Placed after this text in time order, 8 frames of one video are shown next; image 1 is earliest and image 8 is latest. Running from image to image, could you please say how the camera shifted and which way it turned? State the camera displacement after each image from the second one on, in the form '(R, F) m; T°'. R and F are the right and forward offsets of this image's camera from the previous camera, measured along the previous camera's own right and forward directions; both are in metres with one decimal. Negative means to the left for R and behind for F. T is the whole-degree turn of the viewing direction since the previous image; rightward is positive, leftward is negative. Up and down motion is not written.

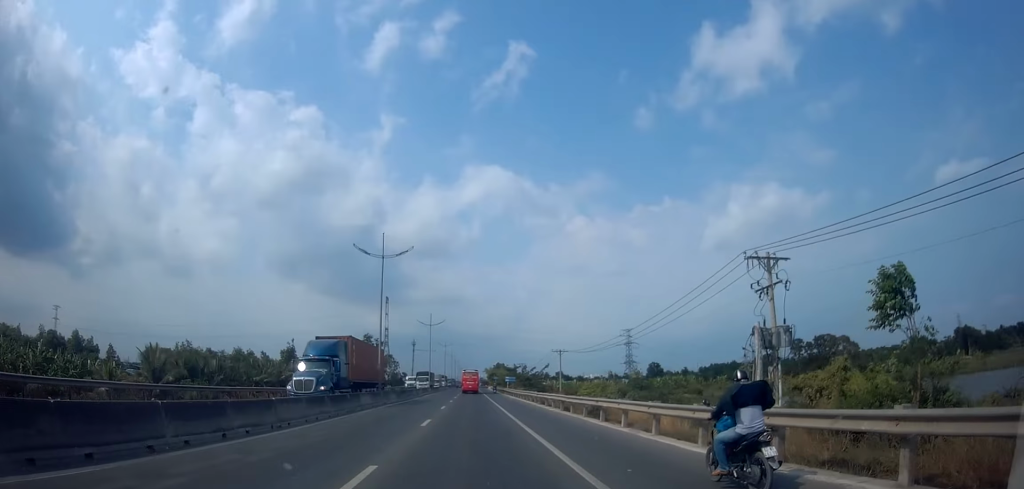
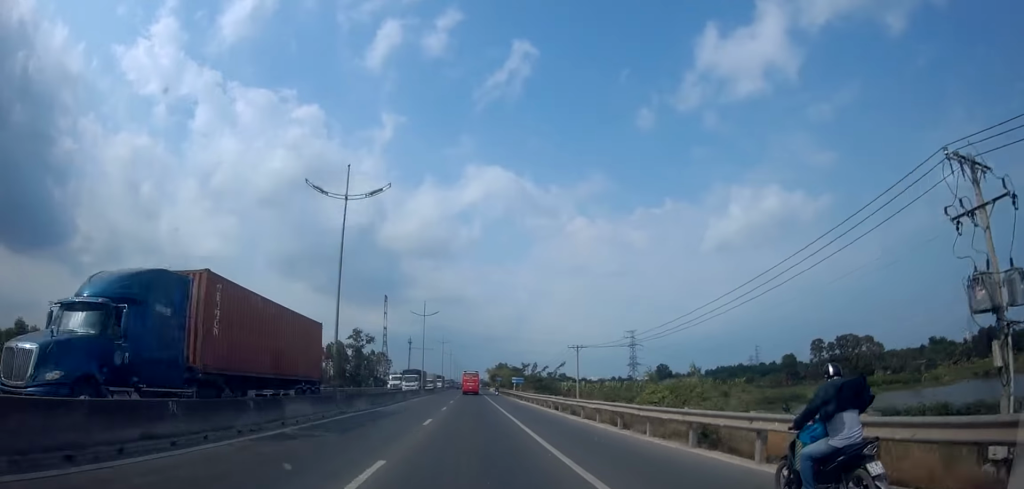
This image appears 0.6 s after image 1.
(-0.2, +10.9) m; +2°
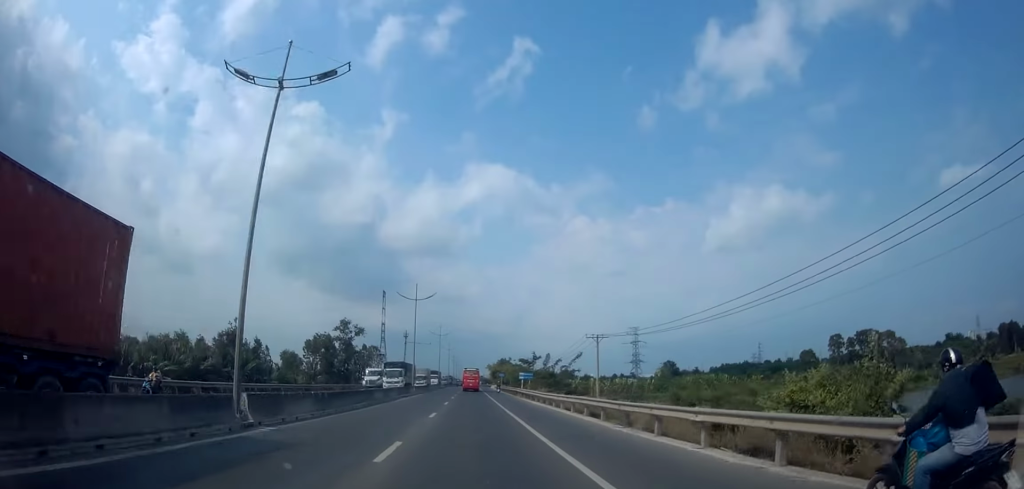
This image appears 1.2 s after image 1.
(+0.4, +9.6) m; 0°
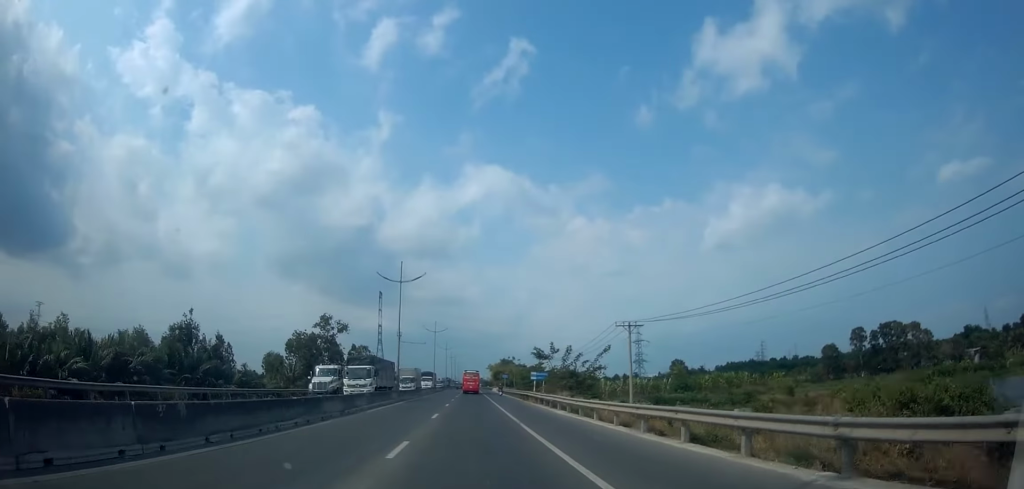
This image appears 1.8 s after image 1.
(+0.2, +10.5) m; -1°
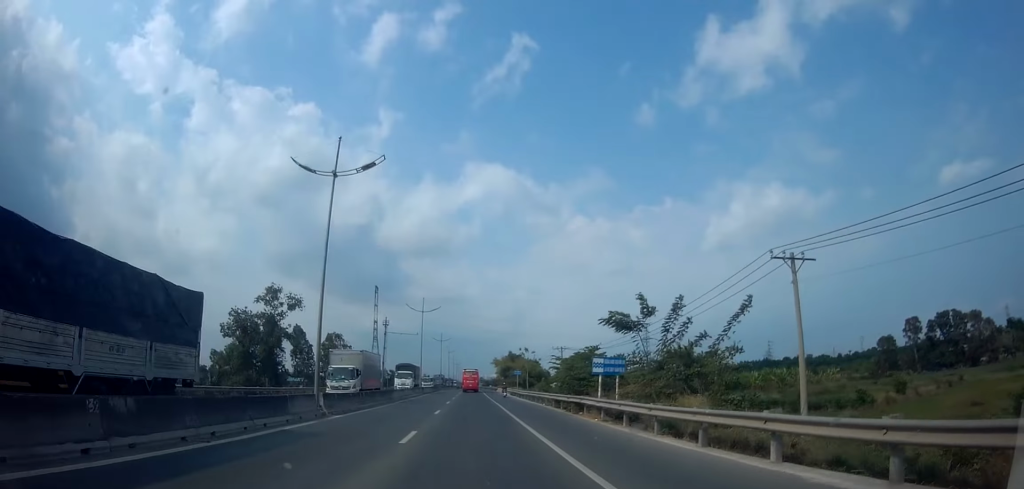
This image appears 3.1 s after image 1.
(-0.9, +22.3) m; -2°
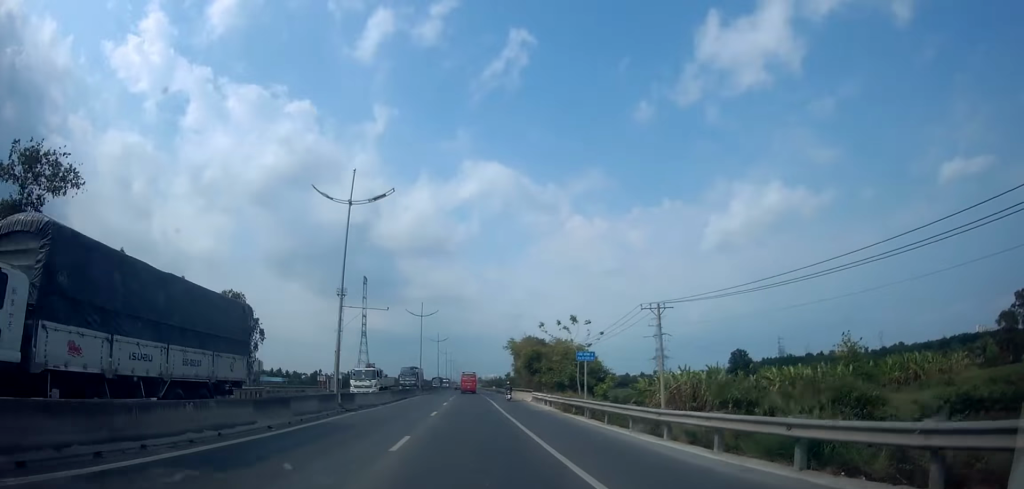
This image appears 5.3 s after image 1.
(+0.1, +36.5) m; +1°
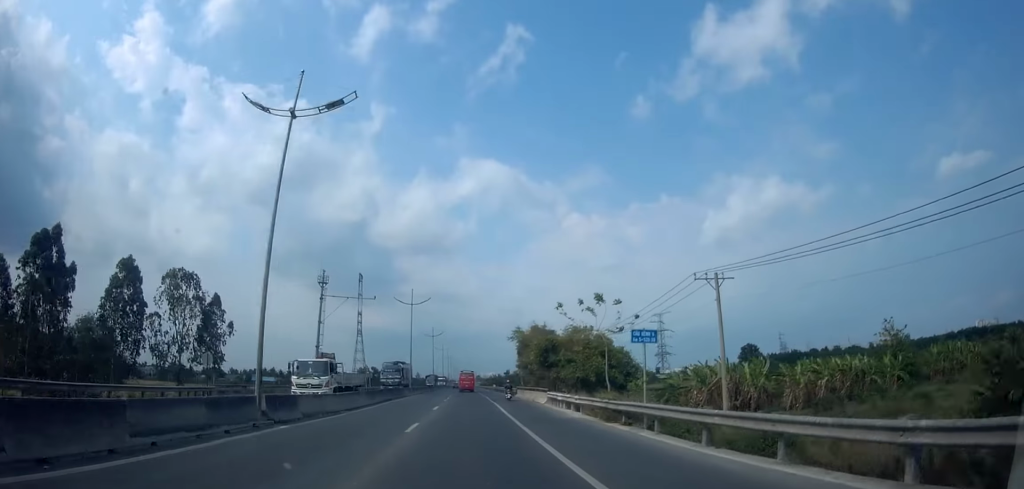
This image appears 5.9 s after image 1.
(0.0, +8.9) m; +1°
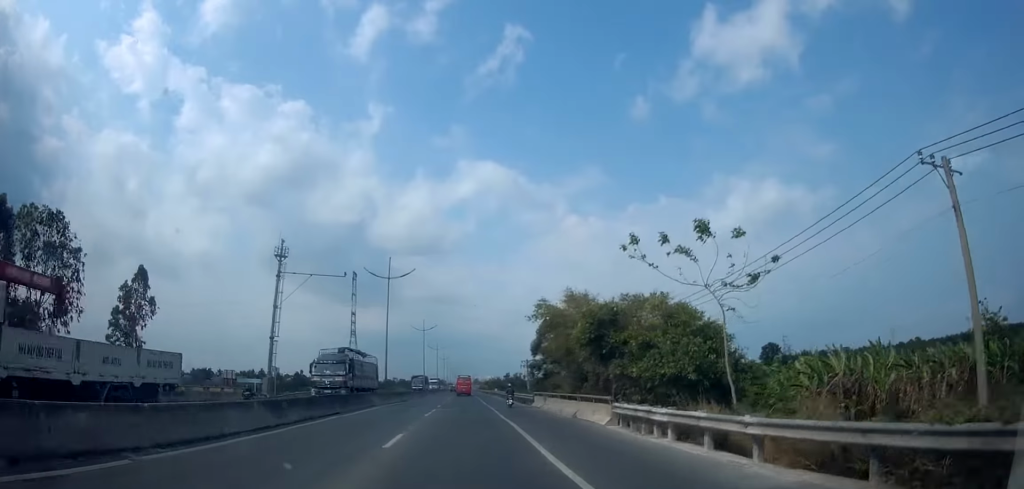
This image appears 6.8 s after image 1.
(+0.1, +14.7) m; +2°
